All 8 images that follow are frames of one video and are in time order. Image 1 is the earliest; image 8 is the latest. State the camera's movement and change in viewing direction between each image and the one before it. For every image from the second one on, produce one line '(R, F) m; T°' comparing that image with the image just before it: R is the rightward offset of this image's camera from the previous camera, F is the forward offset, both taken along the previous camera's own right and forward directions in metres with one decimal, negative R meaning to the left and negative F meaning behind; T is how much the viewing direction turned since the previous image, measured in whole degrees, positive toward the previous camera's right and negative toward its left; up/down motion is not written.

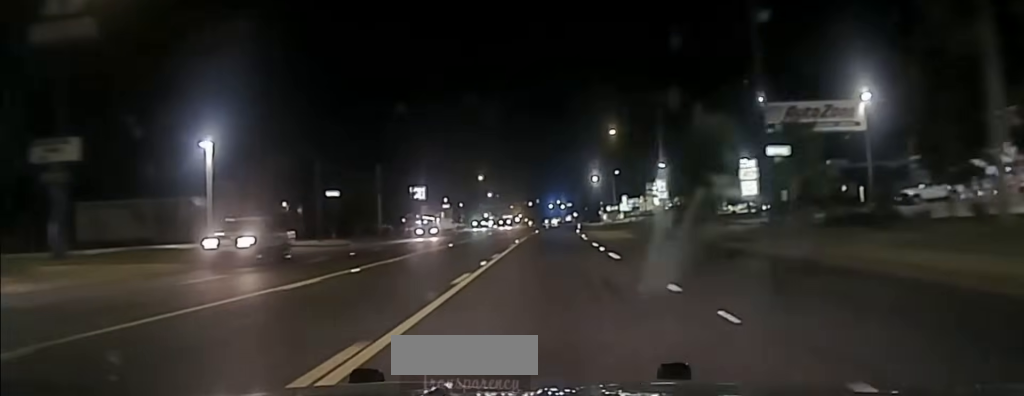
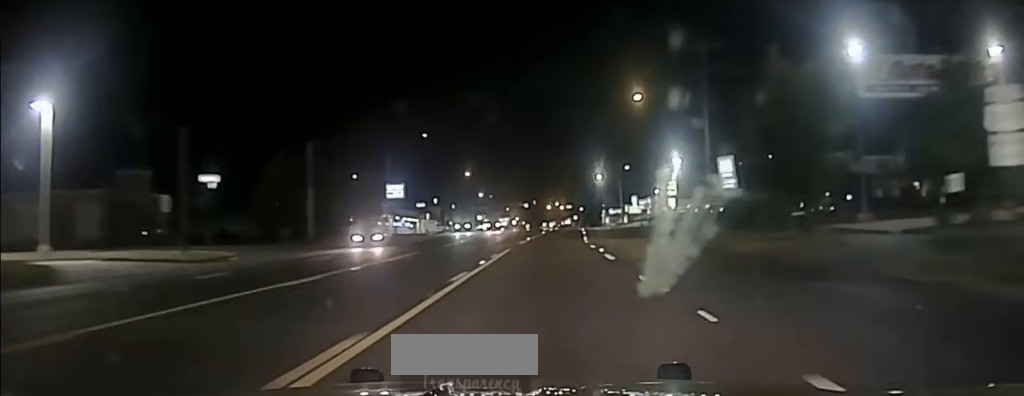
(0.0, +23.1) m; 0°
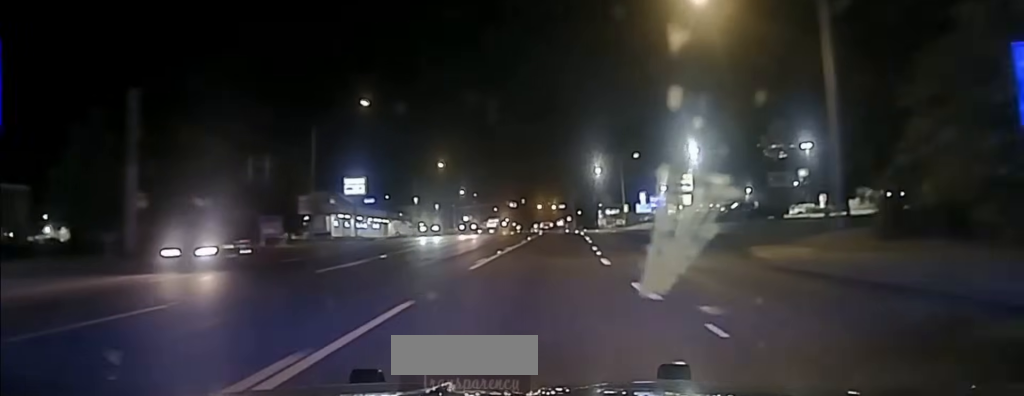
(0.0, +25.5) m; 0°
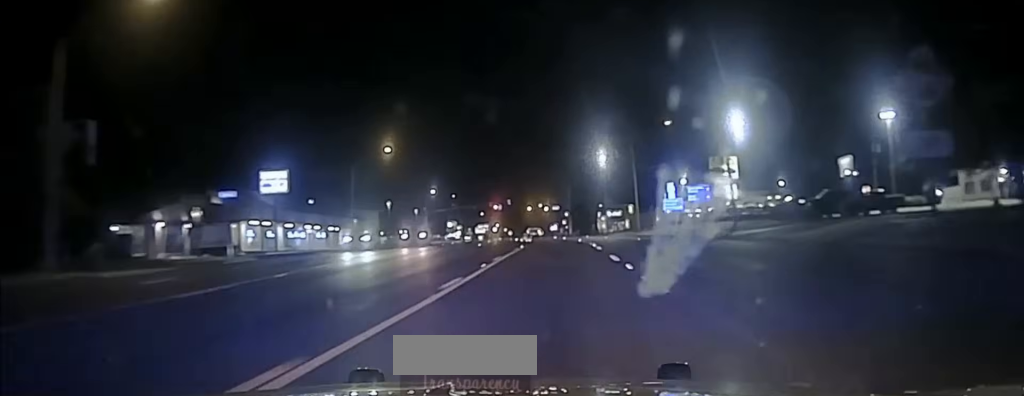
(+0.3, +36.6) m; +1°
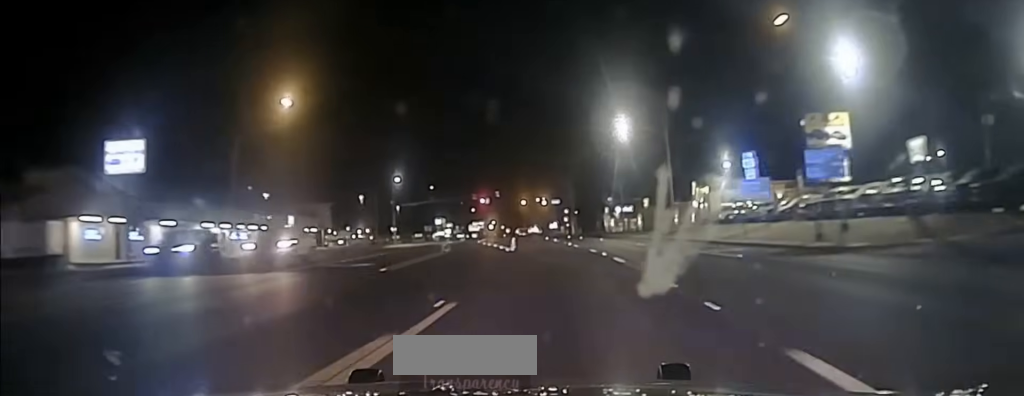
(+0.2, +40.7) m; 0°
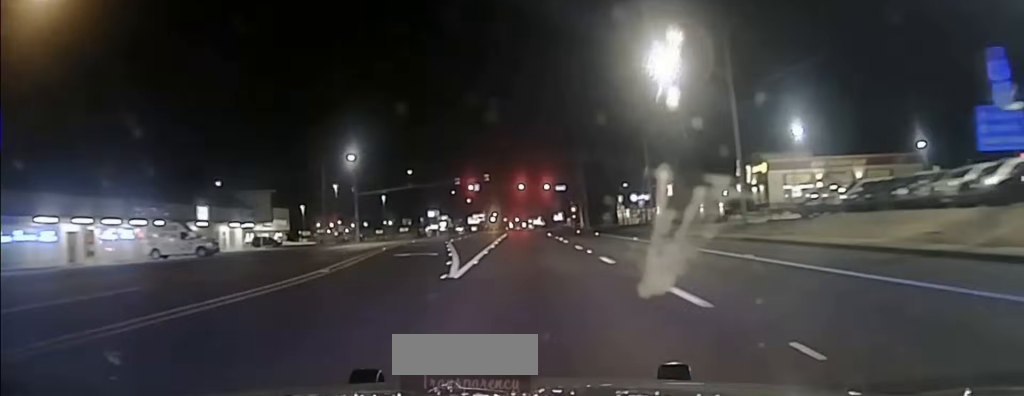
(0.0, +29.8) m; 0°
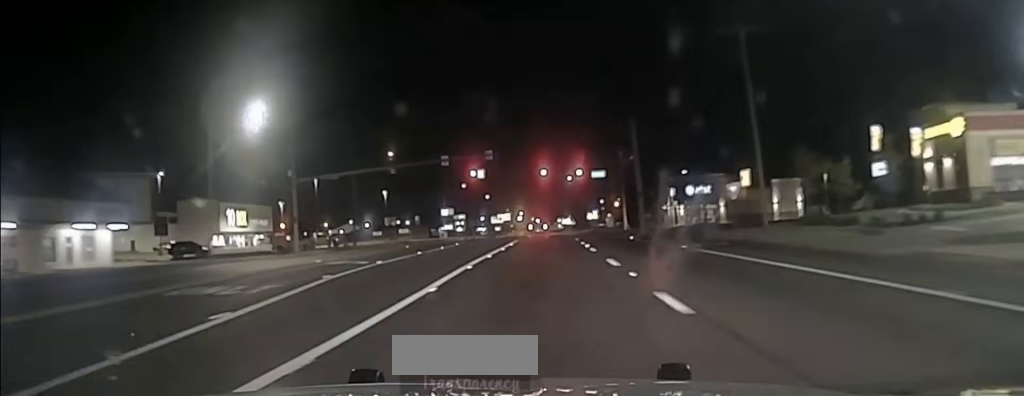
(-0.2, +33.8) m; -1°
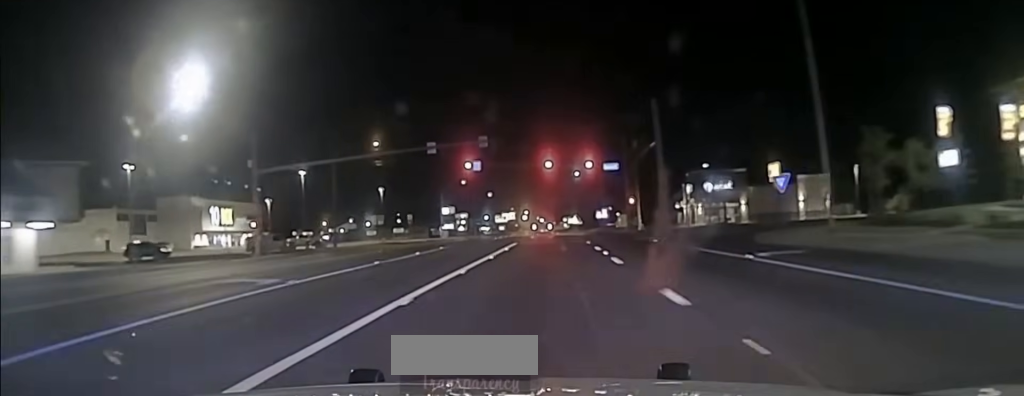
(-0.1, +10.4) m; -1°
